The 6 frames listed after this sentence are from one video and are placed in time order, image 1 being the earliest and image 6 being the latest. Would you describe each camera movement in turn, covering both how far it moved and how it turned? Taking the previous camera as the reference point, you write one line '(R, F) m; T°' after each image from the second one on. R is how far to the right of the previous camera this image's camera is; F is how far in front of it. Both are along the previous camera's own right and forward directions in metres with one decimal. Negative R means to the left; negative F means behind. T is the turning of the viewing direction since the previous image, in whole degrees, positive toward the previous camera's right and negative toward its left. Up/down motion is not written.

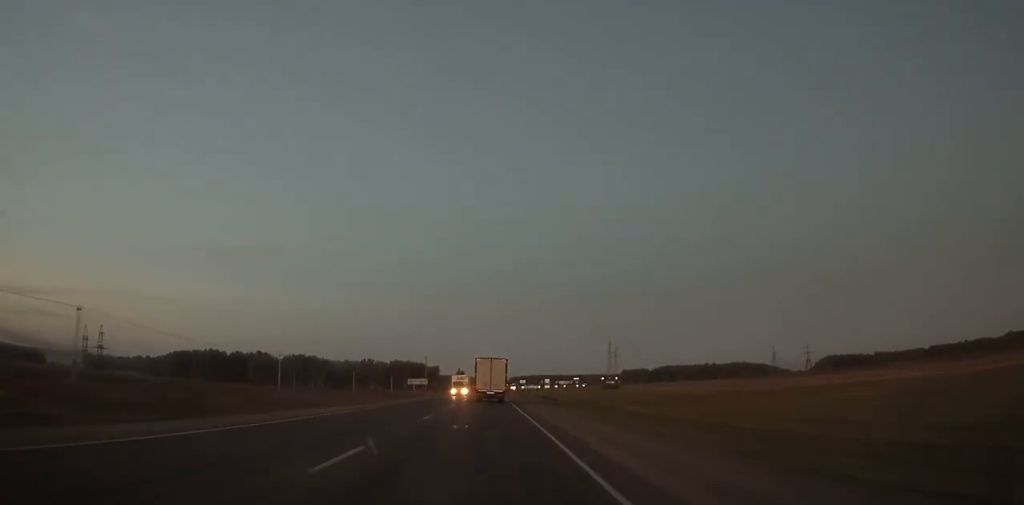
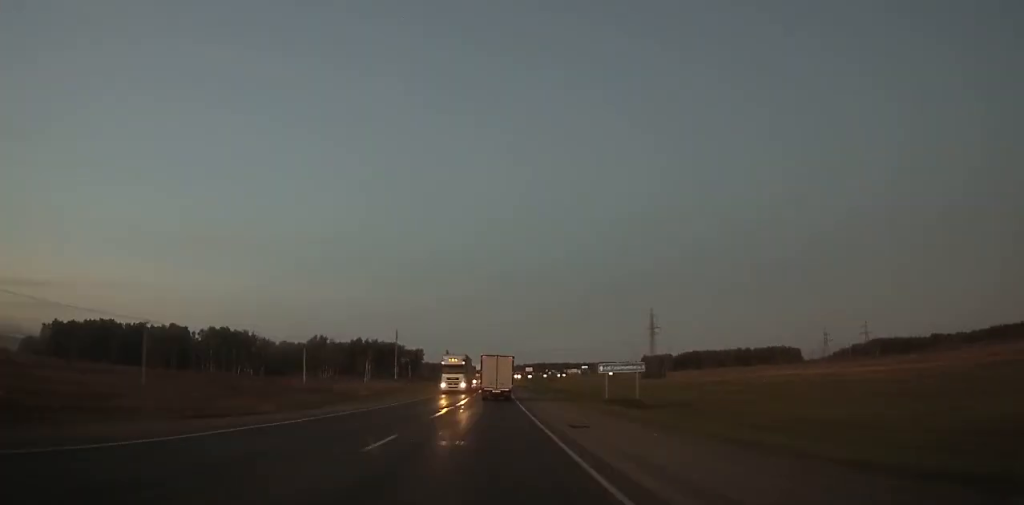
(+0.2, +118.2) m; 0°
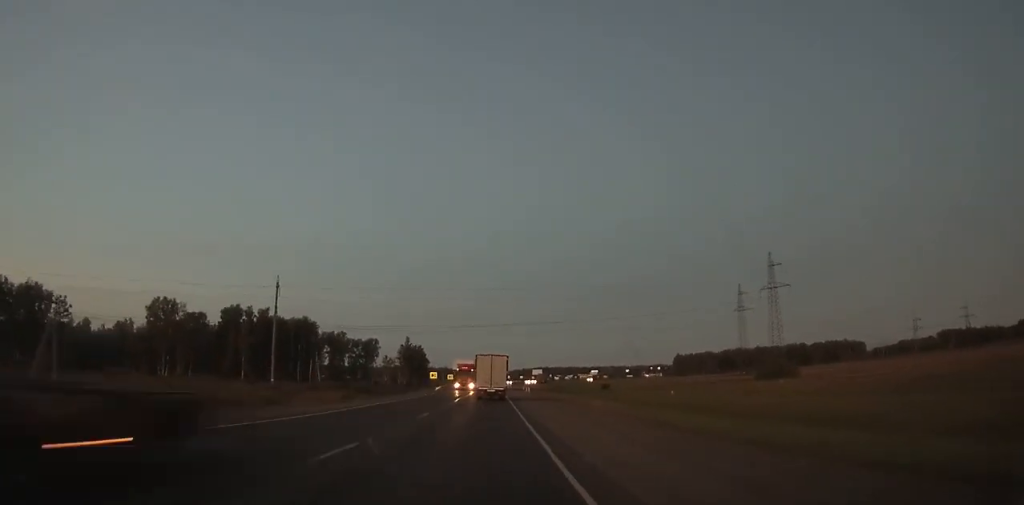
(+0.9, +146.8) m; +1°
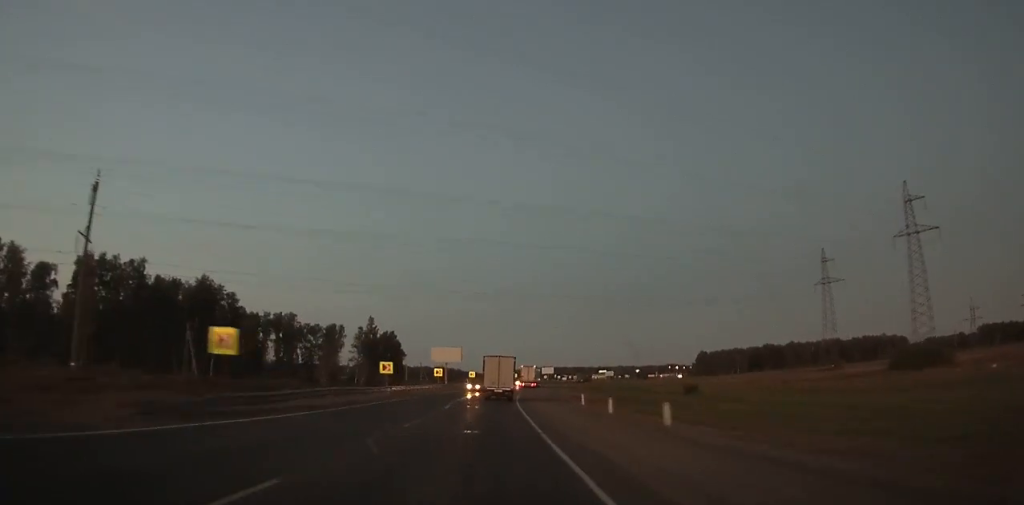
(+0.1, +65.4) m; 0°
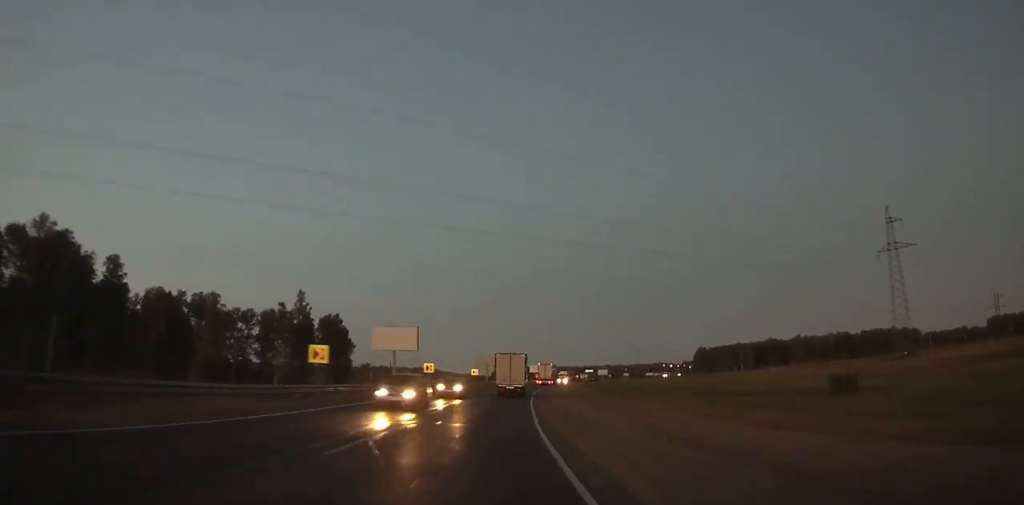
(0.0, +42.4) m; +1°
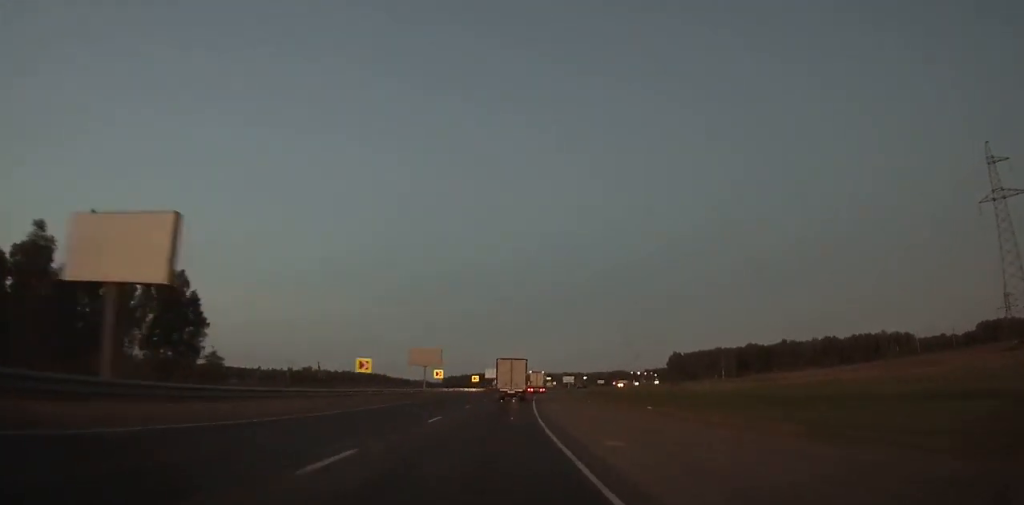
(+0.4, +50.0) m; +3°
